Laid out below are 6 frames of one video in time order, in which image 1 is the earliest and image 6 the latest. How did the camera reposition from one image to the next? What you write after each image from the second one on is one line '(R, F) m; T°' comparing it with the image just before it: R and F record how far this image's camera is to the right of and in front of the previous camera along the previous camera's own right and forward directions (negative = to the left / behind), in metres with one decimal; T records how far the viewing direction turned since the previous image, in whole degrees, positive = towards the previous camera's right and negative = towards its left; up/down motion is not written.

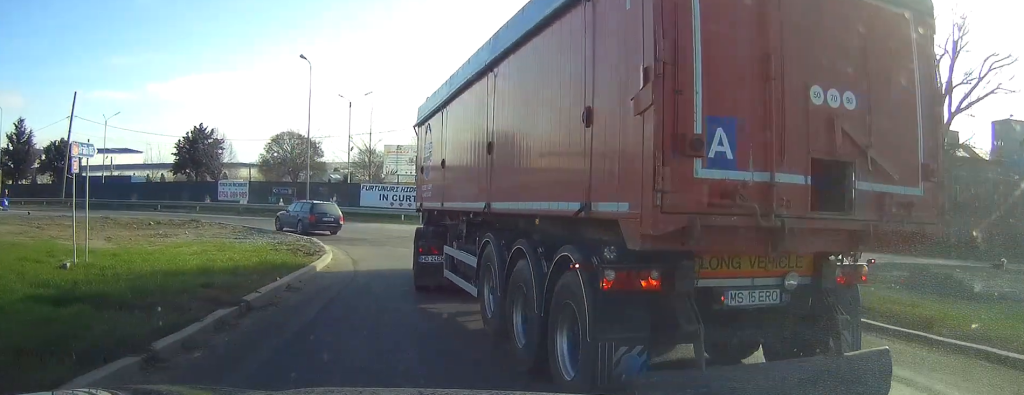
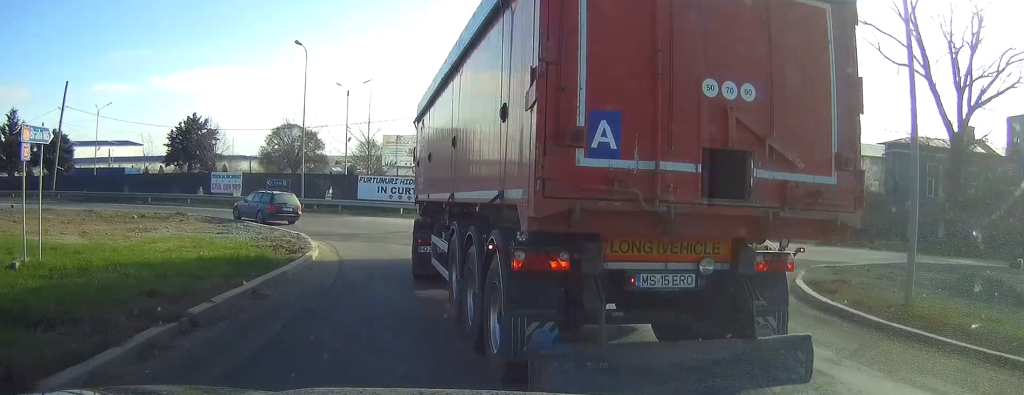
(0.0, +2.2) m; -2°
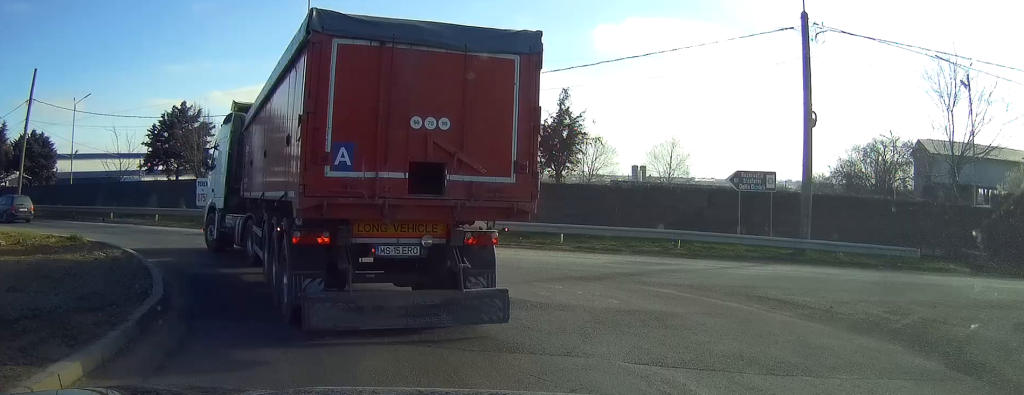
(-0.4, +16.1) m; -5°
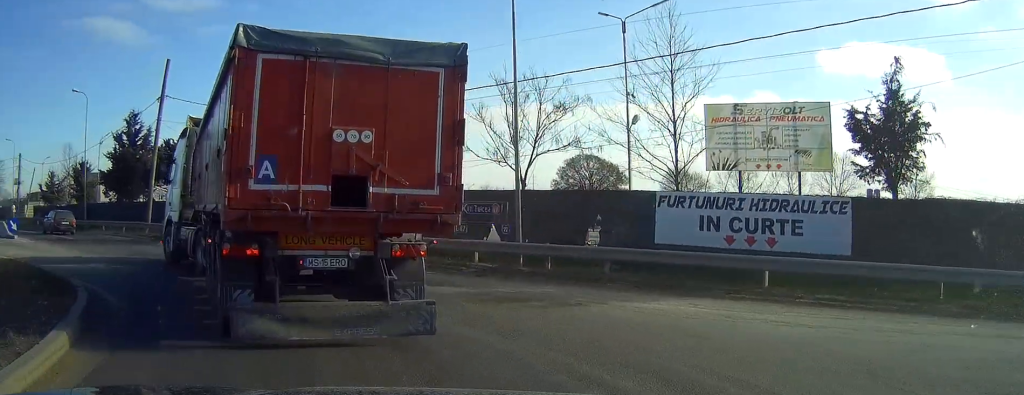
(-0.9, +10.2) m; -15°
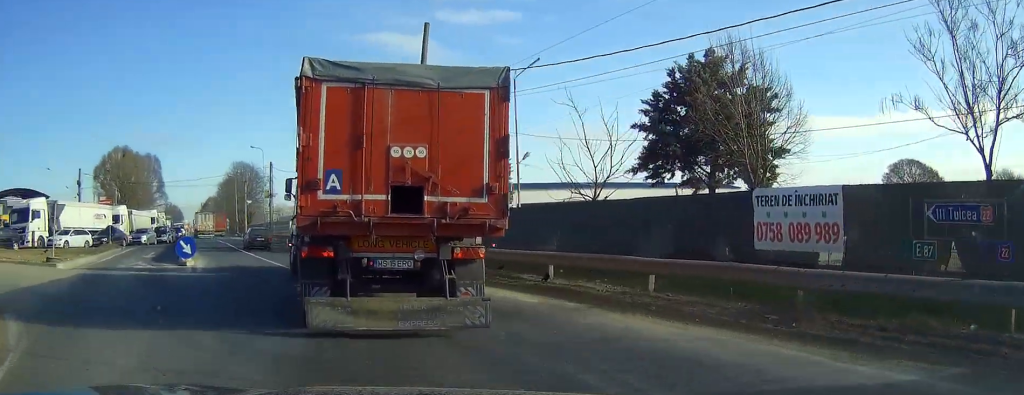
(-2.4, +10.5) m; -28°
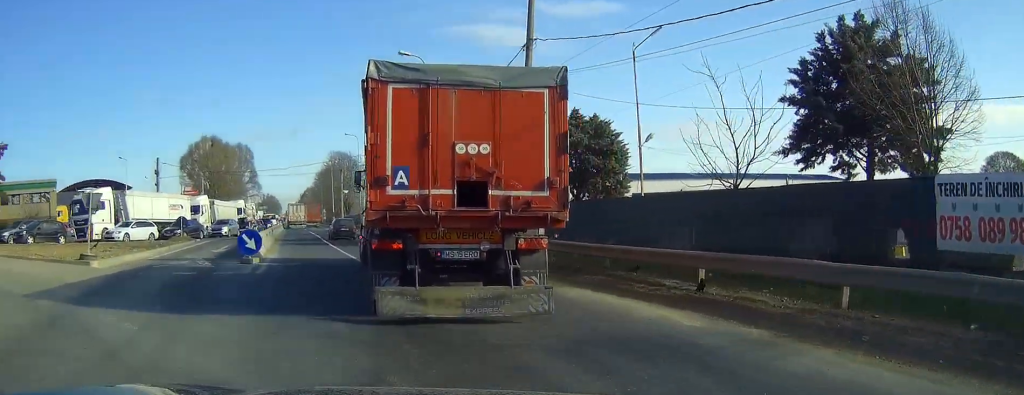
(-0.4, +3.9) m; -6°
